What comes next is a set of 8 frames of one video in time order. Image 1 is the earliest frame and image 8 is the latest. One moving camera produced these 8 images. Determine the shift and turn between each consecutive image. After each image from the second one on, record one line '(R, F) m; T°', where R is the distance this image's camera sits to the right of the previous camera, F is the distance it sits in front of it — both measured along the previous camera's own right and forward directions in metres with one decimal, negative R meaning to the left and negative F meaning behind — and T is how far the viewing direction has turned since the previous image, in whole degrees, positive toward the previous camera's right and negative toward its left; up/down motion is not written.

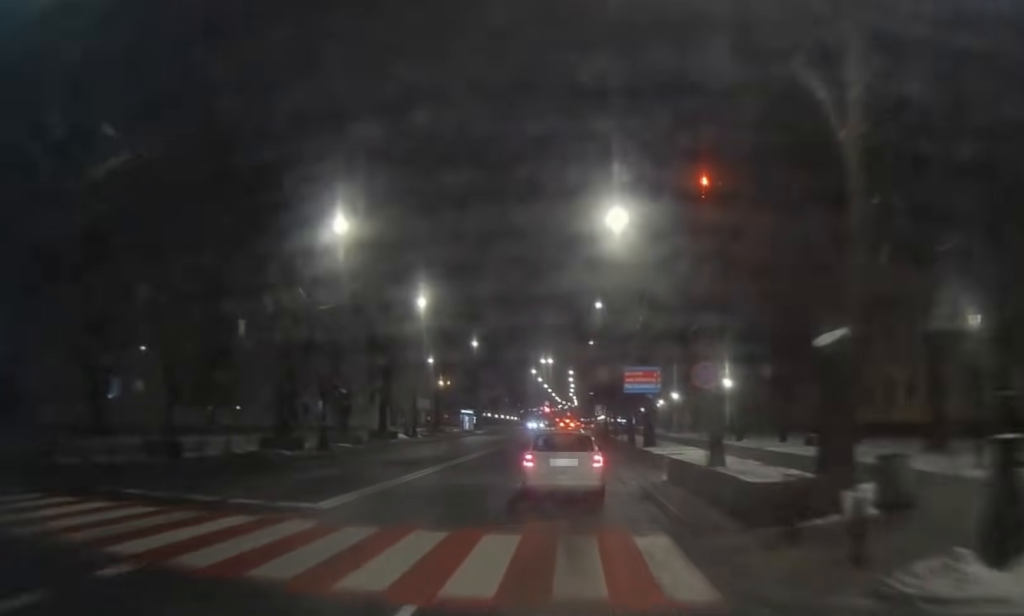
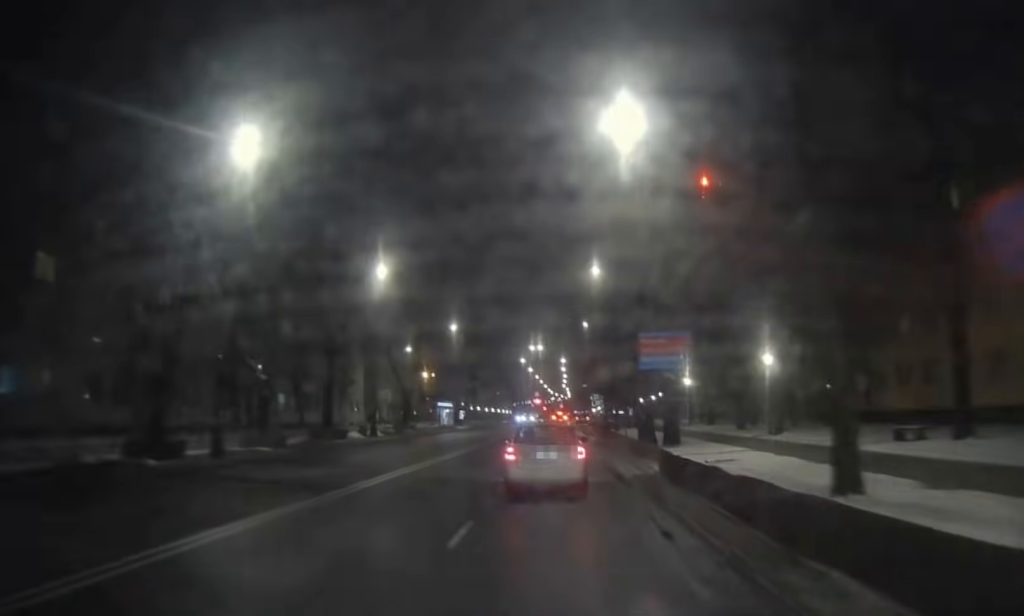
(+0.1, +11.6) m; 0°
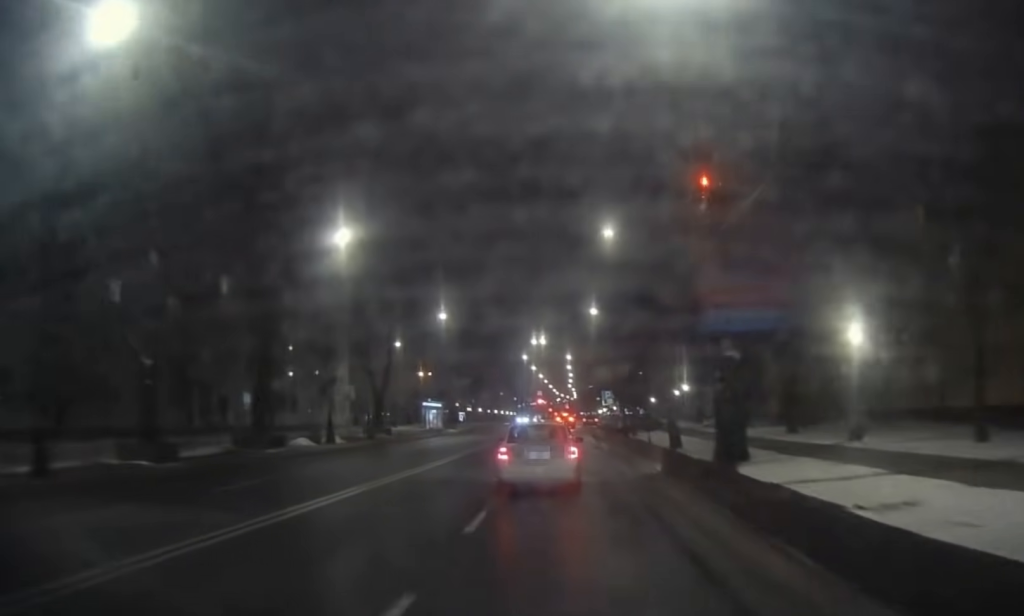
(-0.1, +11.0) m; 0°
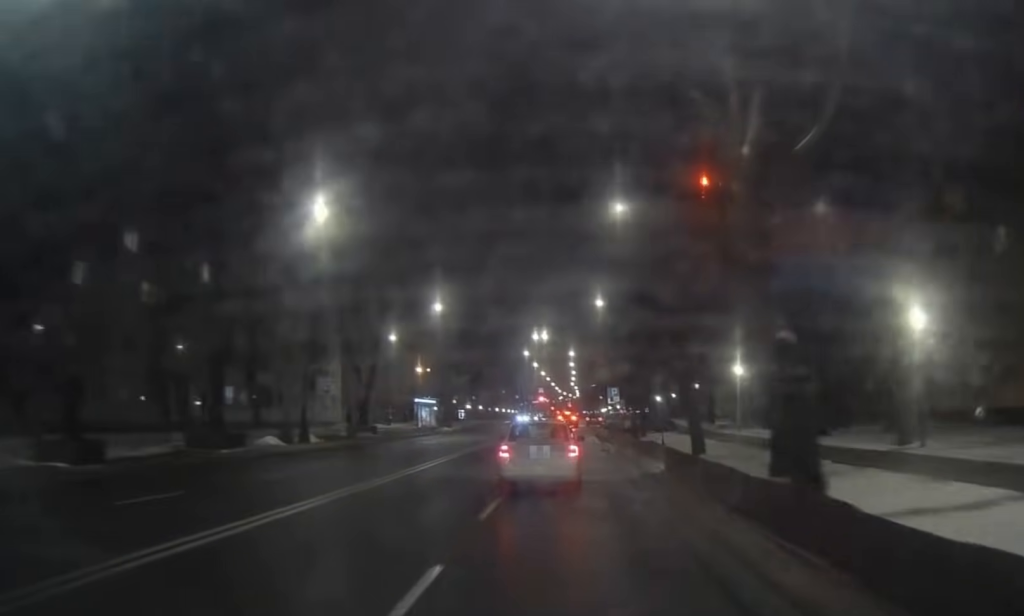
(0.0, +4.8) m; 0°
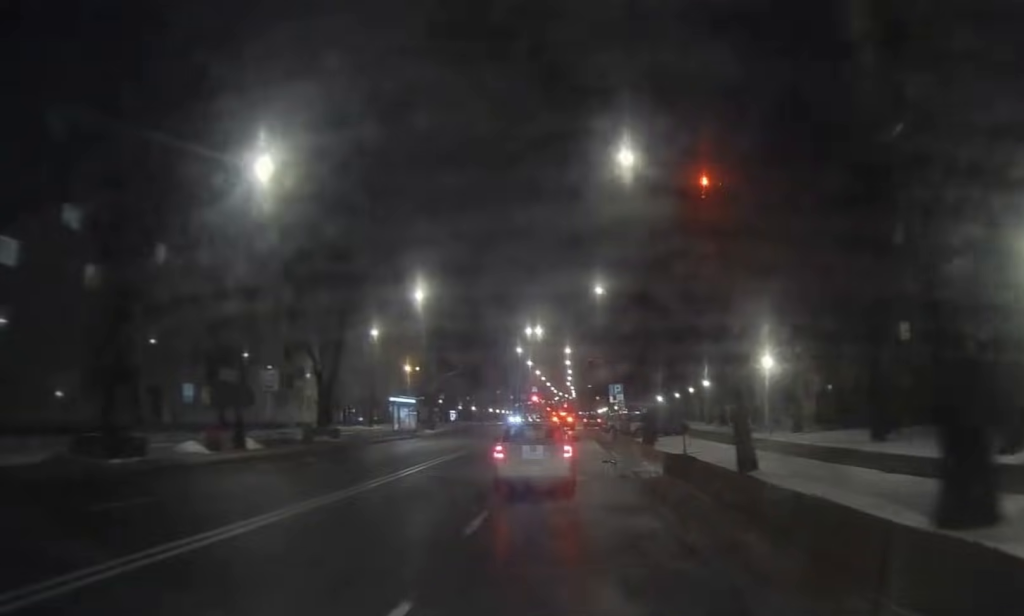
(0.0, +7.6) m; 0°
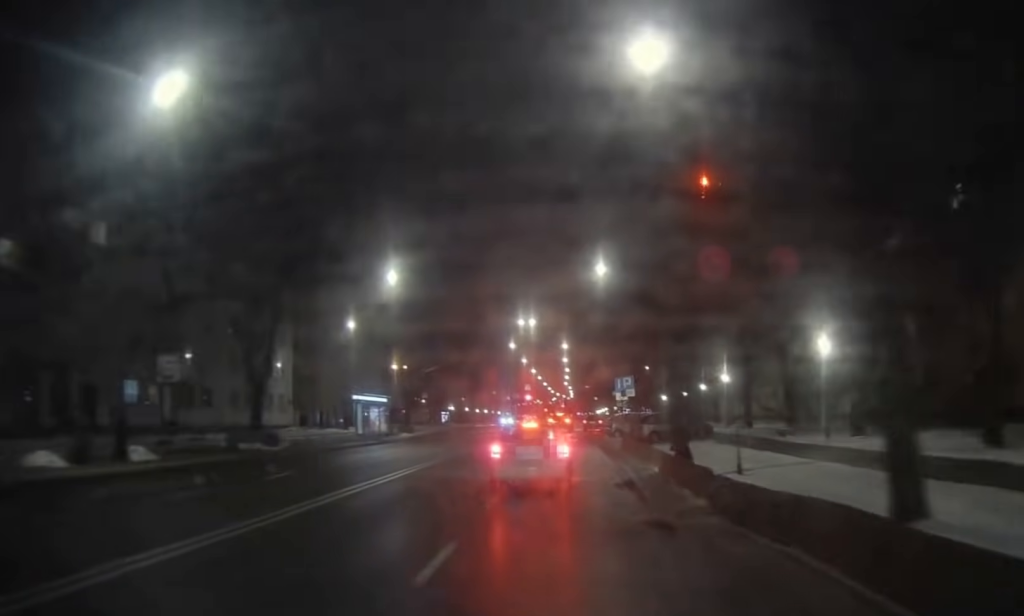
(0.0, +8.9) m; 0°
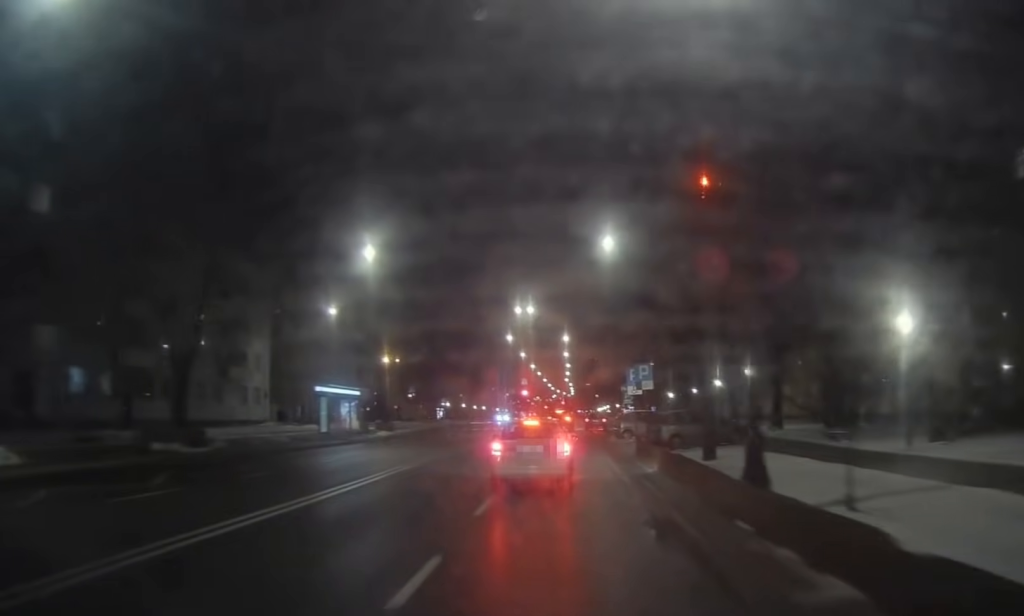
(+0.1, +7.1) m; 0°
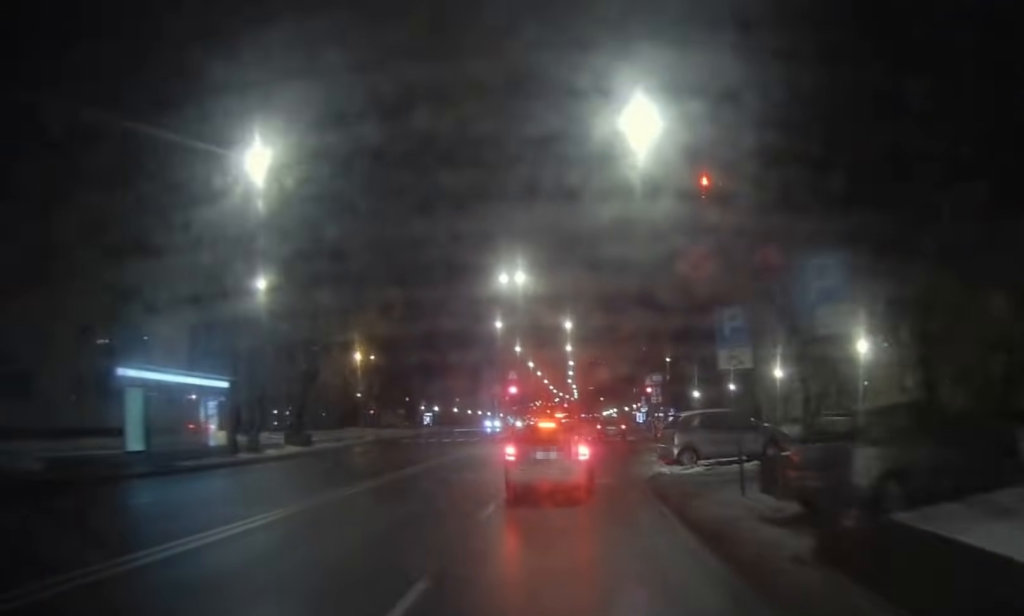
(-0.3, +18.8) m; -1°
